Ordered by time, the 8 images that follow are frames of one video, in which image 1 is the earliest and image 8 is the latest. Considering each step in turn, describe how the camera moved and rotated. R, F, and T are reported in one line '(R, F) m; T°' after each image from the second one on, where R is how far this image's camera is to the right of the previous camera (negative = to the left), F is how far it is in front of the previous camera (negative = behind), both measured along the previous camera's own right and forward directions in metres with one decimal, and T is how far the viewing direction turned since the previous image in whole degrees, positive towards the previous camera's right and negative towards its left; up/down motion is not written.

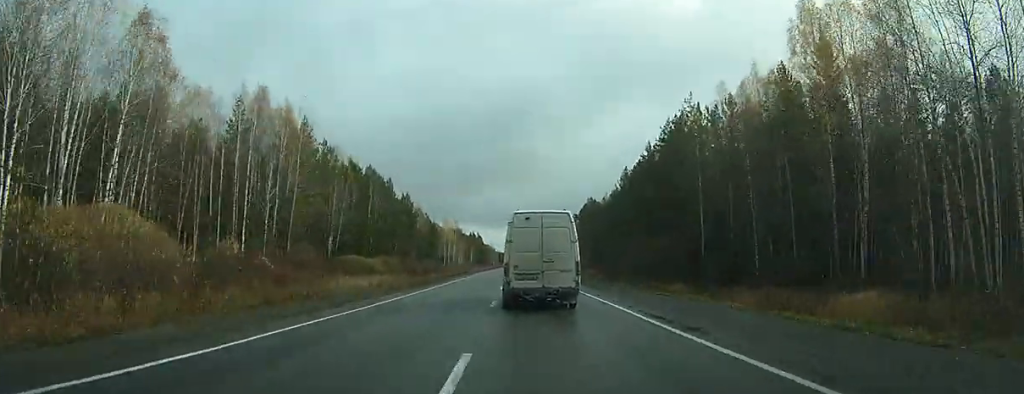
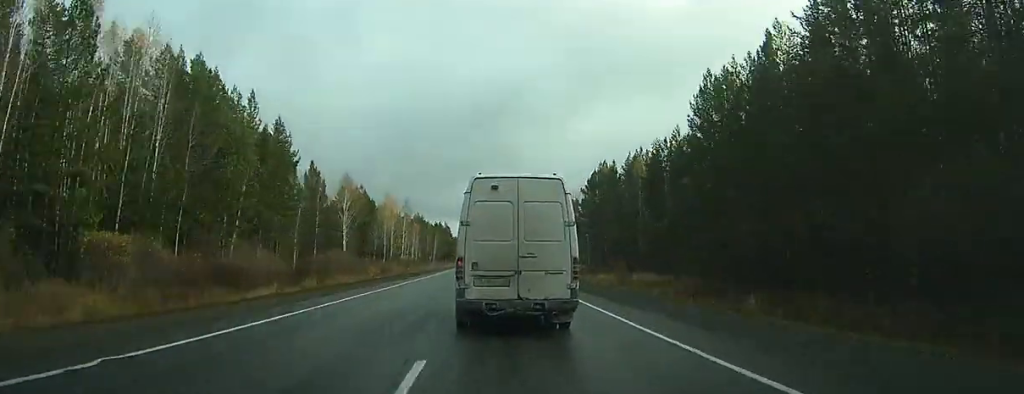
(-1.2, +57.5) m; -1°
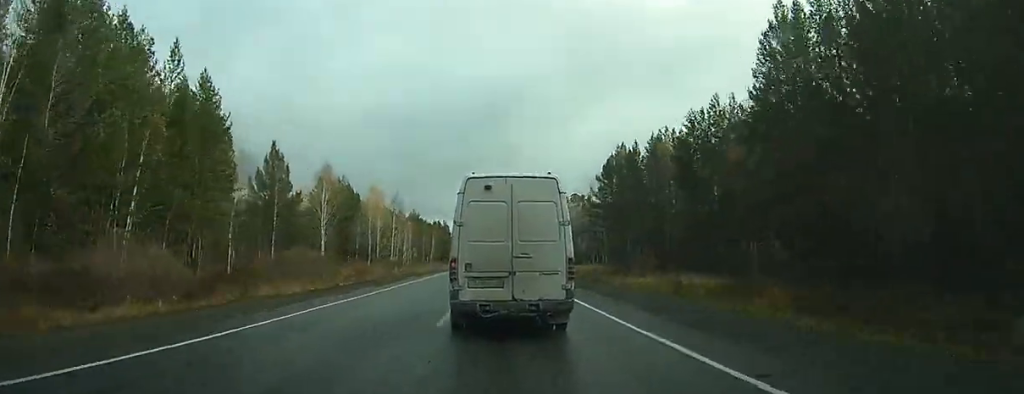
(0.0, +16.9) m; 0°
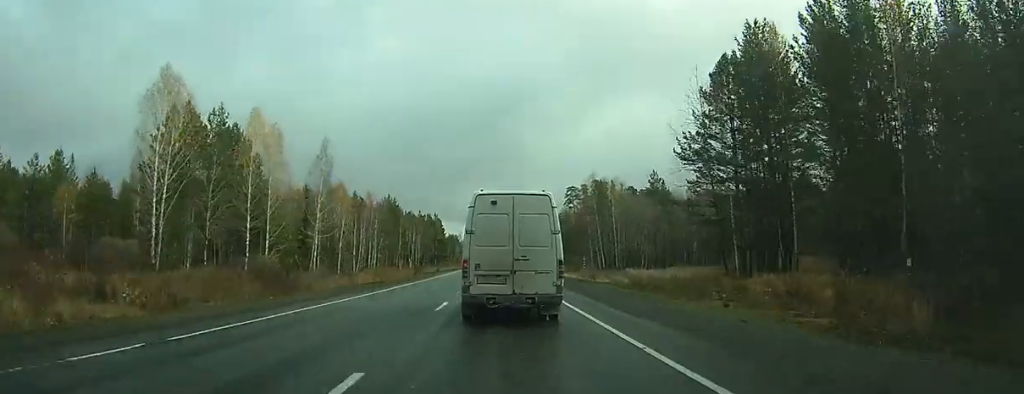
(-0.3, +59.2) m; -1°
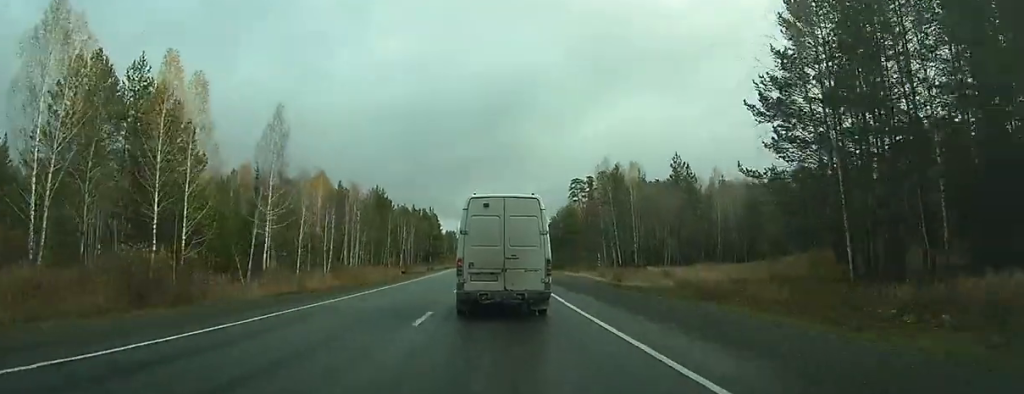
(0.0, +16.9) m; 0°
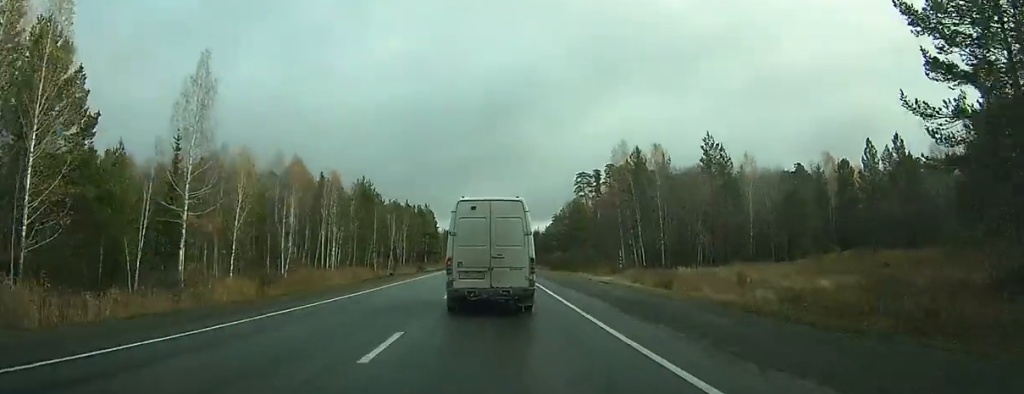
(0.0, +16.4) m; 0°
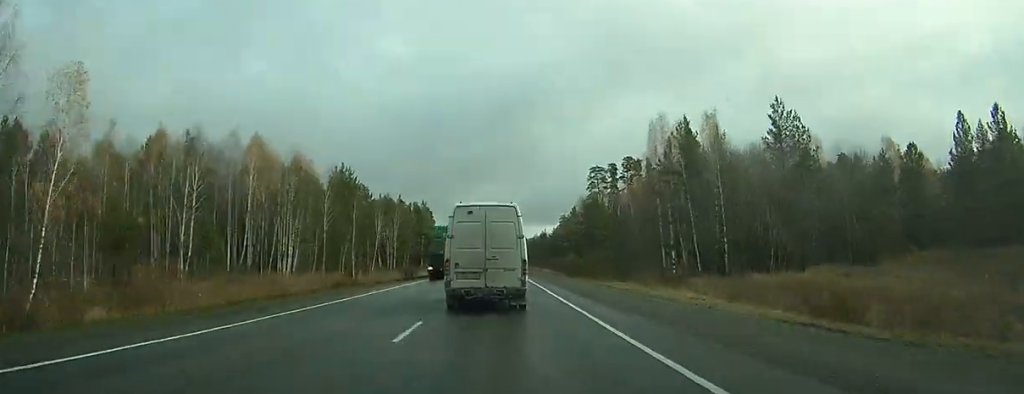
(0.0, +21.8) m; 0°
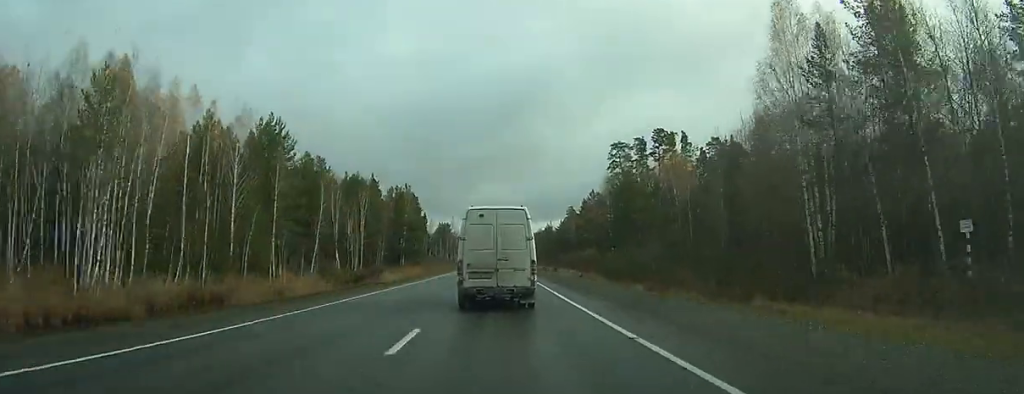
(+0.1, +35.6) m; 0°
